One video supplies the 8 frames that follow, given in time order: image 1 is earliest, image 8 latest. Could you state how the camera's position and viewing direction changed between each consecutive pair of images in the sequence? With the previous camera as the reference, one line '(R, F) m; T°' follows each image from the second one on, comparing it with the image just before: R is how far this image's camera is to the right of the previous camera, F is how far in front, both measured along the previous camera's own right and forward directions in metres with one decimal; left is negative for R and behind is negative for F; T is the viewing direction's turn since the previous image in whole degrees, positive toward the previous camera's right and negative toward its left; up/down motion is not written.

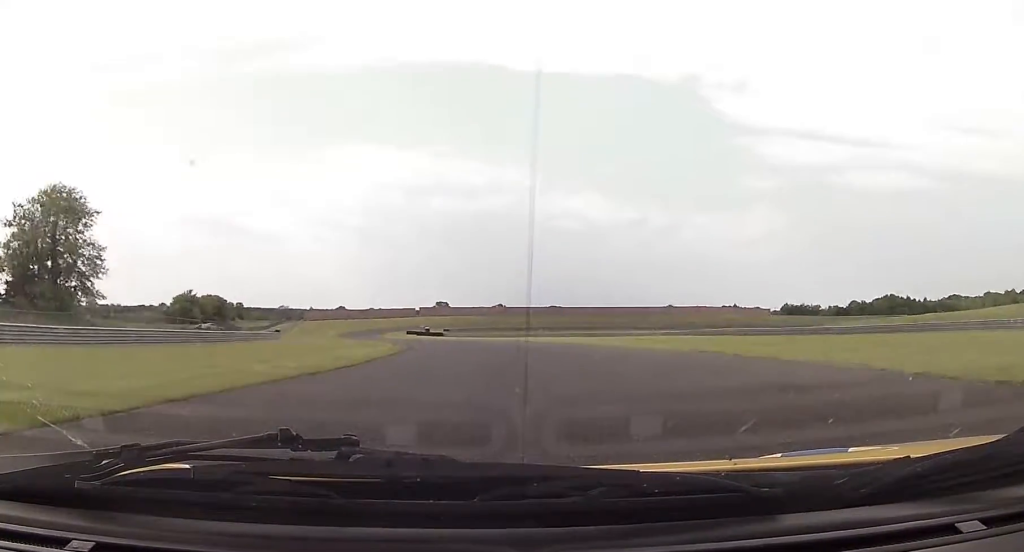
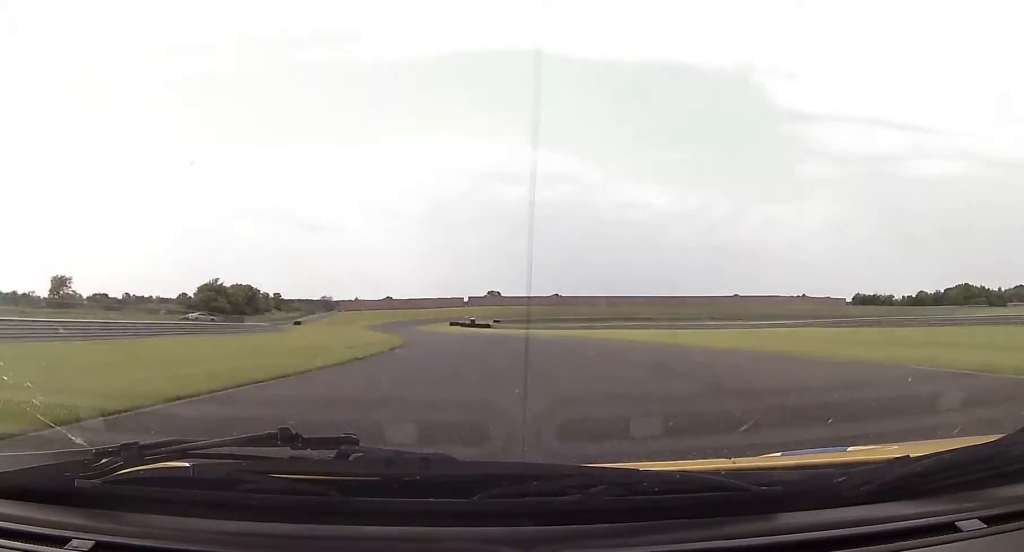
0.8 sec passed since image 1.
(-1.5, +27.3) m; -6°
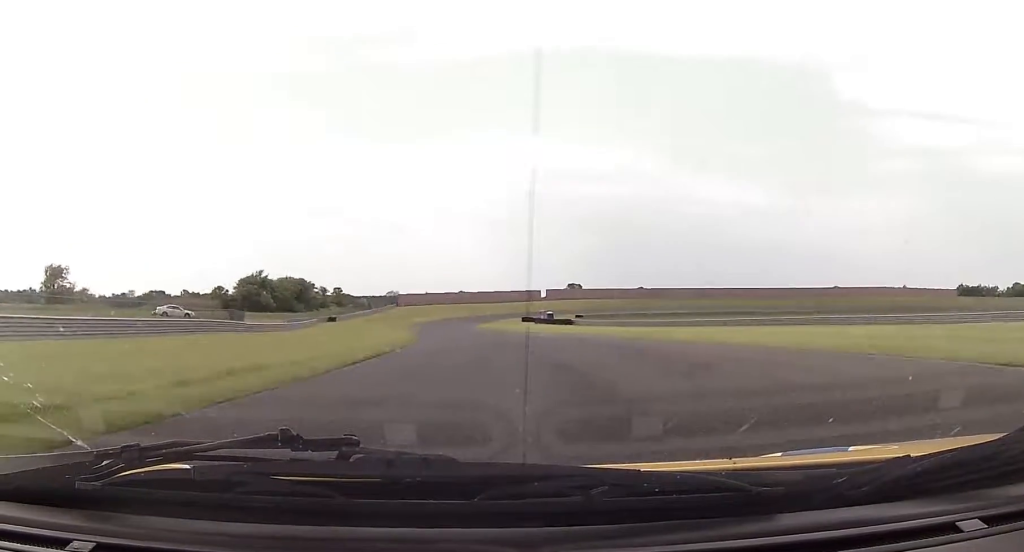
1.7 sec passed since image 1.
(-1.8, +32.8) m; -6°
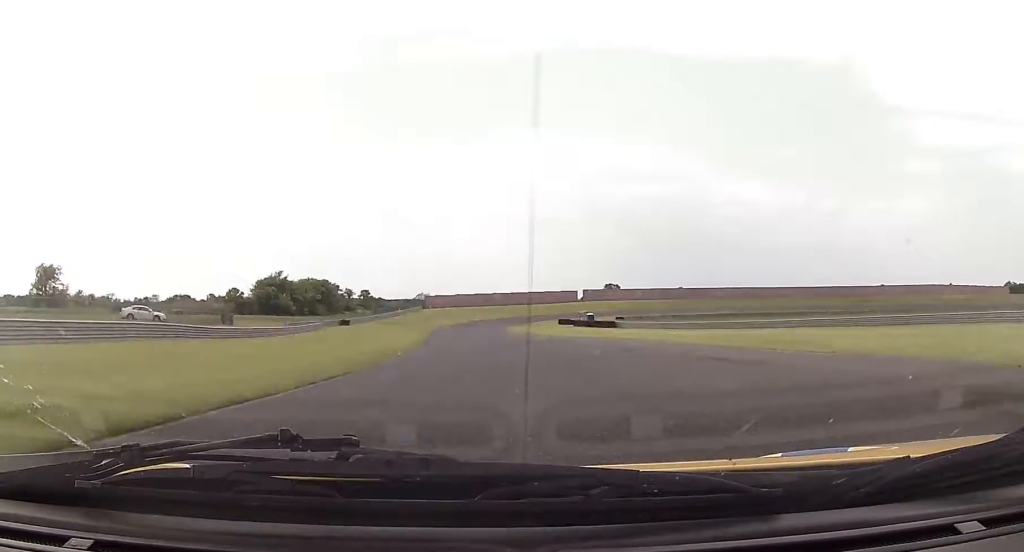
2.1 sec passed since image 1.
(-0.2, +14.8) m; -2°
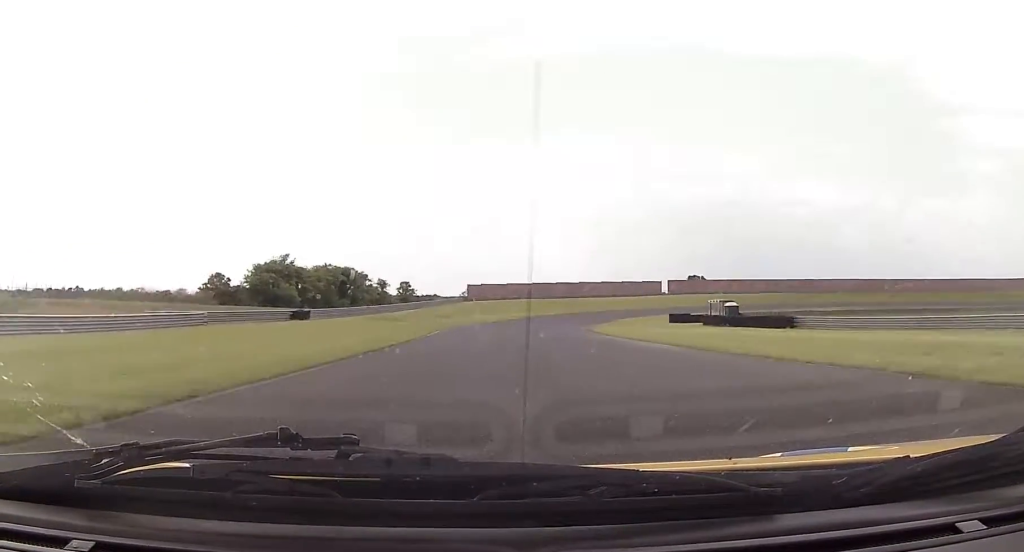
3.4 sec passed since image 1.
(-2.8, +52.3) m; -5°
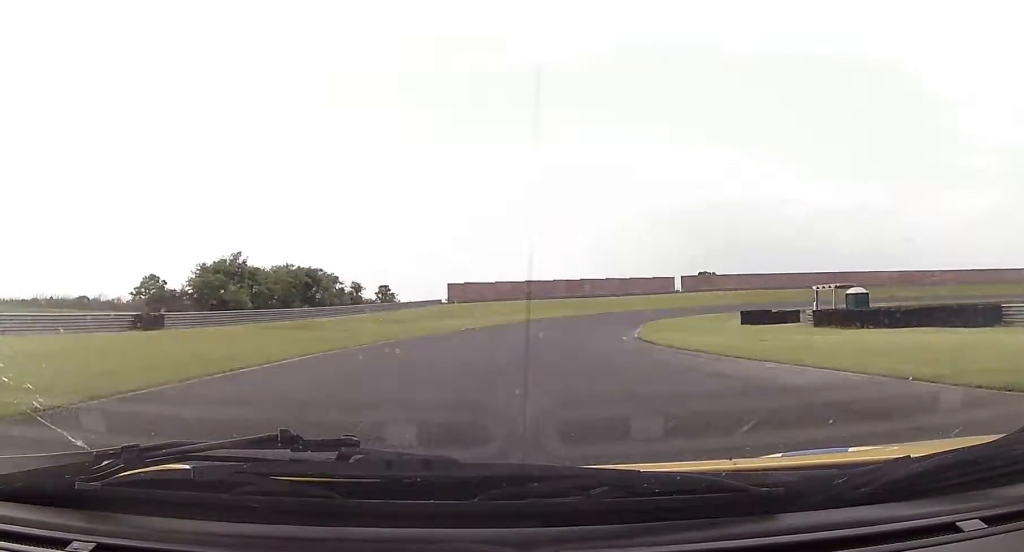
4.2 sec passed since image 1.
(-0.6, +28.6) m; -1°
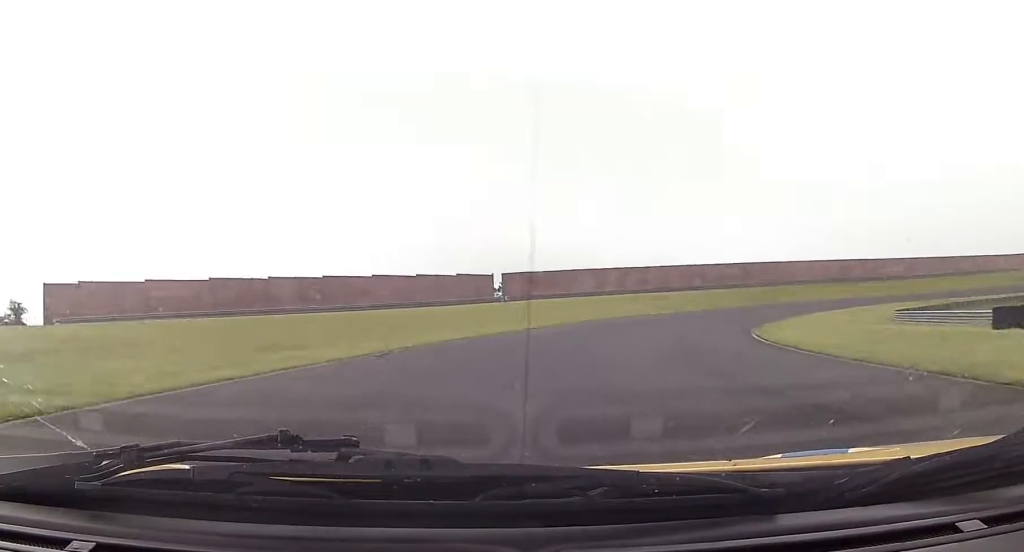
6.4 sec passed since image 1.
(+6.6, +81.0) m; +17°
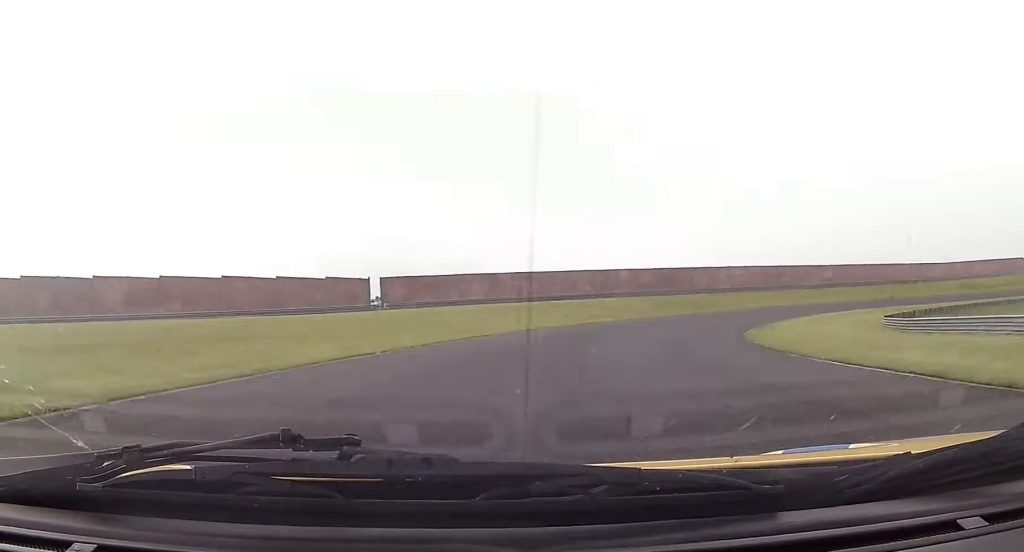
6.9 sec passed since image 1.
(+1.5, +15.8) m; +9°
